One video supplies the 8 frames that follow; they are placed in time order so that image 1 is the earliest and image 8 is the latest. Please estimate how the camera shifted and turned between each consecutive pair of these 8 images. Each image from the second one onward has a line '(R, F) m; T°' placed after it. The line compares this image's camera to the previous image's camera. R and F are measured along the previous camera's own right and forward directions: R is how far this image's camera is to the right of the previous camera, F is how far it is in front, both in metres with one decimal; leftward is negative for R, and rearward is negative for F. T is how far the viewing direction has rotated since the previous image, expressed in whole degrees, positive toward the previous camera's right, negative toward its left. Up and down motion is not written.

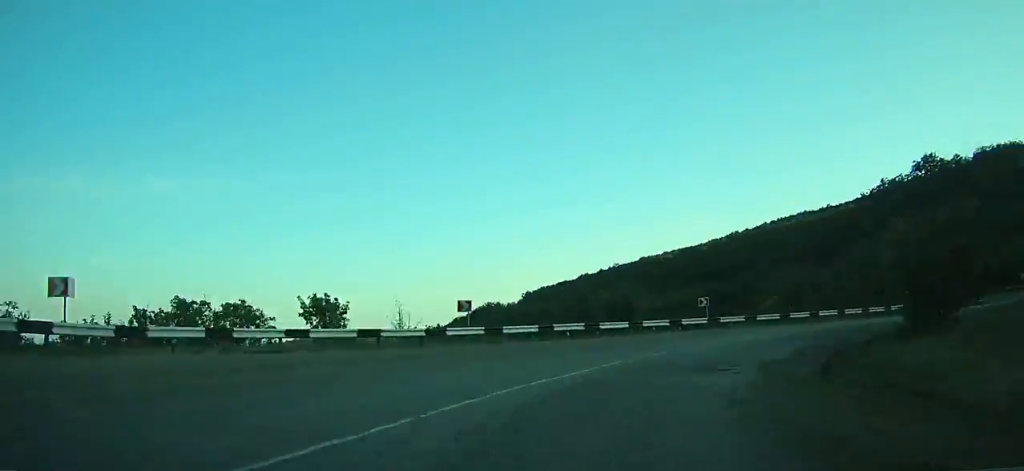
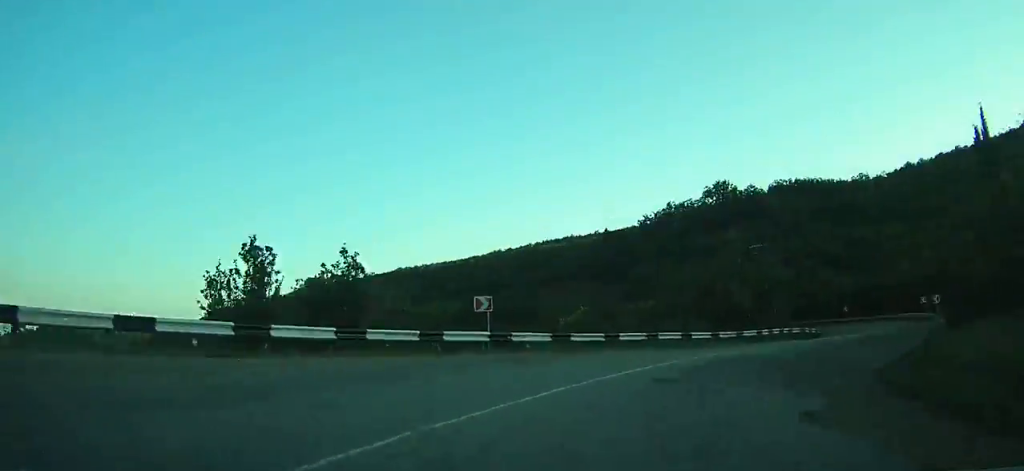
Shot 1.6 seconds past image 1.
(+4.9, +13.8) m; +21°
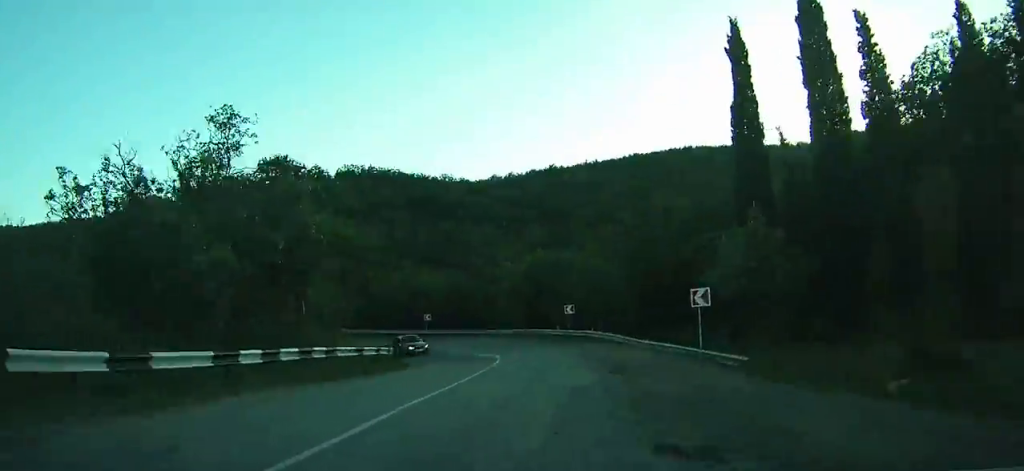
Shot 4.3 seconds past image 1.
(+7.8, +23.9) m; +23°
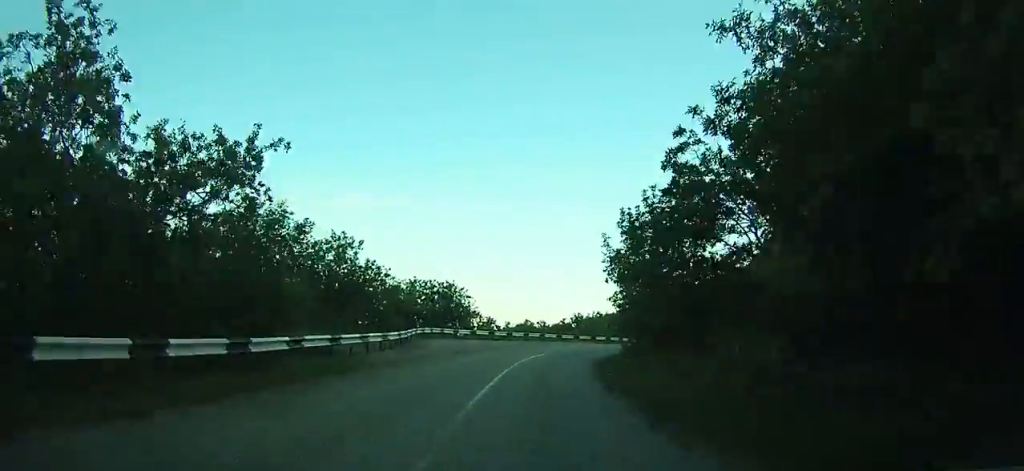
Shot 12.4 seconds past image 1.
(-28.1, +68.9) m; -61°
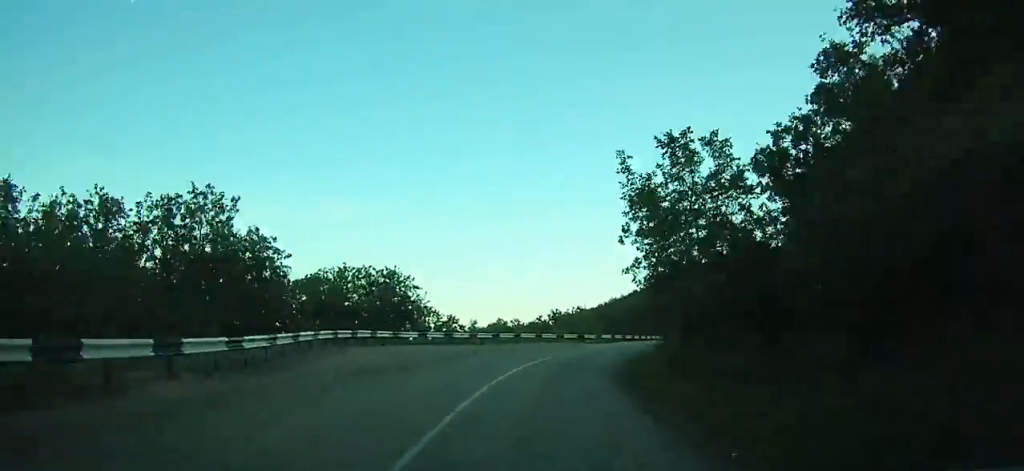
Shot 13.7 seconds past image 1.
(-1.3, +14.7) m; +2°
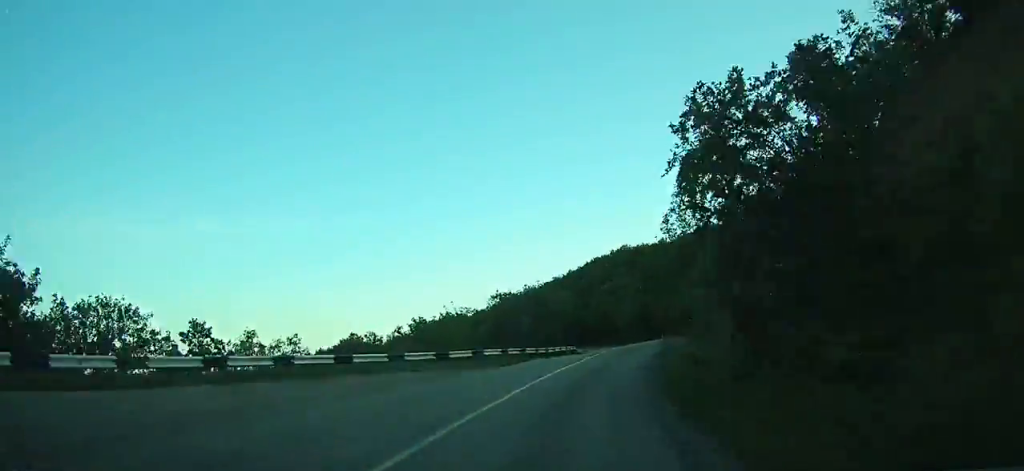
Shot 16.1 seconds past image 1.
(0.0, +27.3) m; +5°
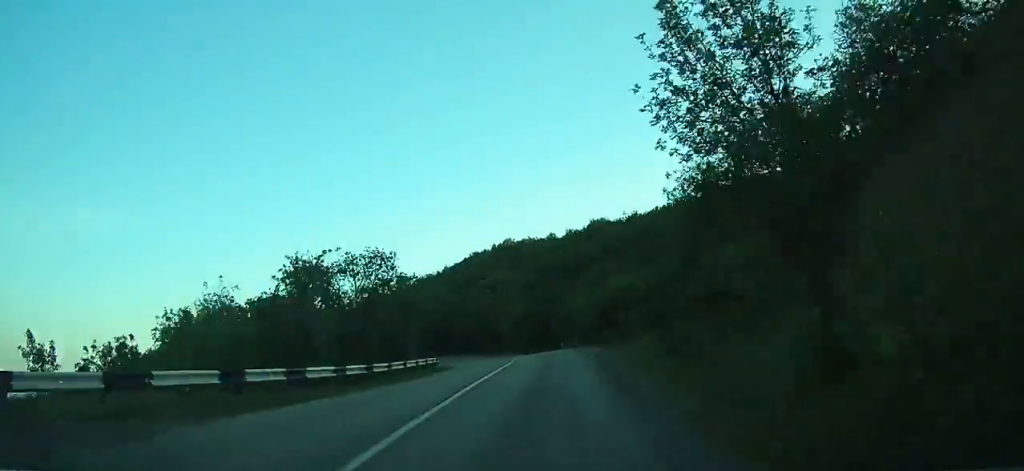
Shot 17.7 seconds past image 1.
(+1.7, +18.7) m; +5°
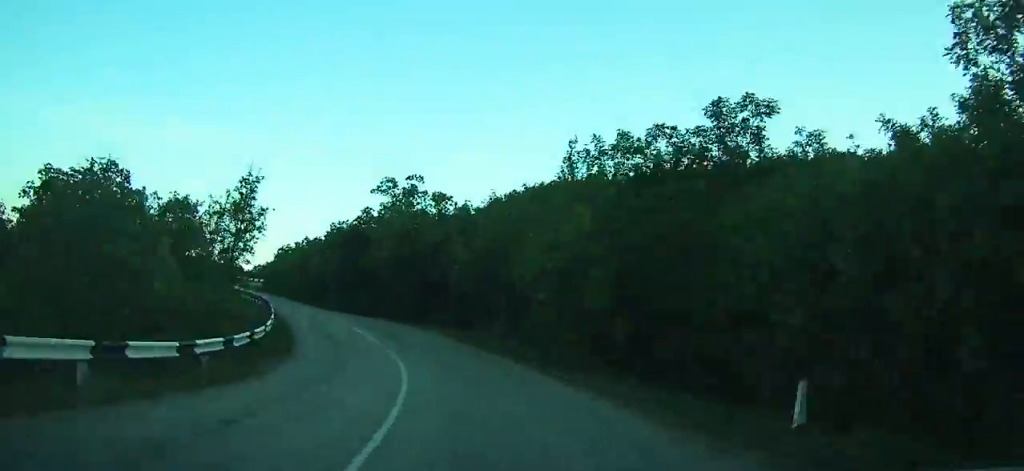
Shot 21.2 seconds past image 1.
(+1.1, +41.8) m; -10°
